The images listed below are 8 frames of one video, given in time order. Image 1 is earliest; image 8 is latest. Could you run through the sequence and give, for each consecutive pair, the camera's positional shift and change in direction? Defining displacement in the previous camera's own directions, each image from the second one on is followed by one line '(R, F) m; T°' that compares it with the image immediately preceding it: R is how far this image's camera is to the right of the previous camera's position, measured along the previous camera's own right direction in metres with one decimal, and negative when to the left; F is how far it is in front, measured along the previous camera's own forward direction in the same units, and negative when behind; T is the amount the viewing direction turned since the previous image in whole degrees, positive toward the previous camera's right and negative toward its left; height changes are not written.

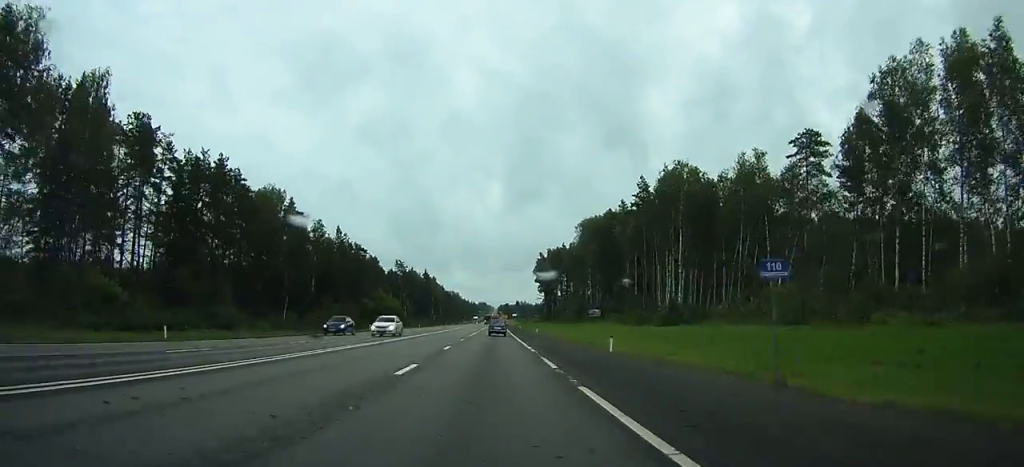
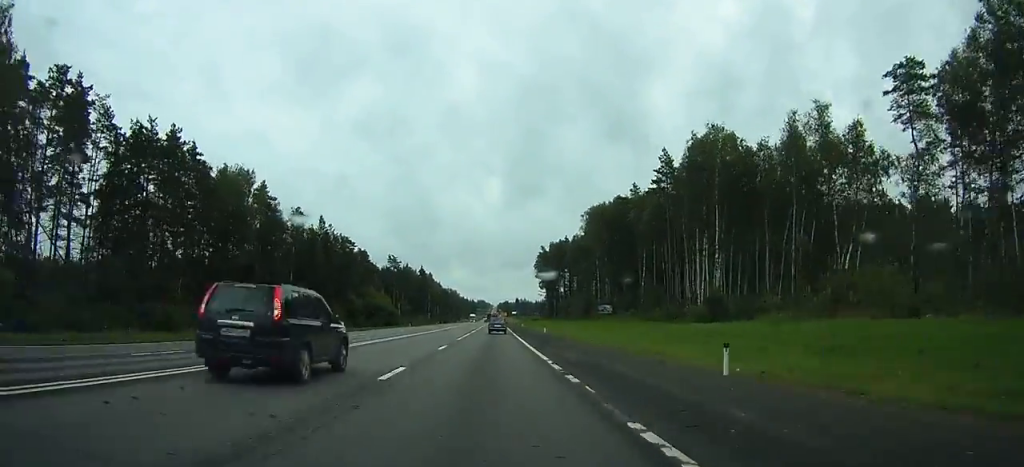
(0.0, +13.9) m; 0°
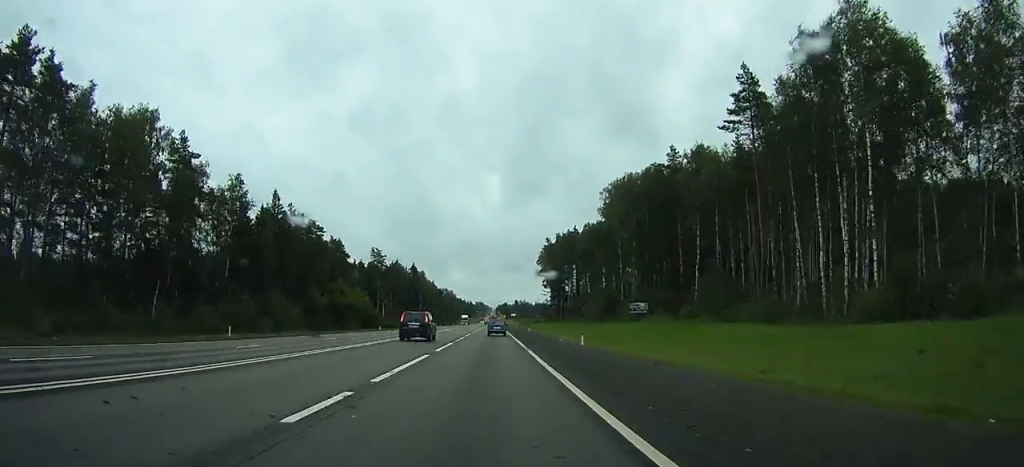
(0.0, +28.9) m; 0°
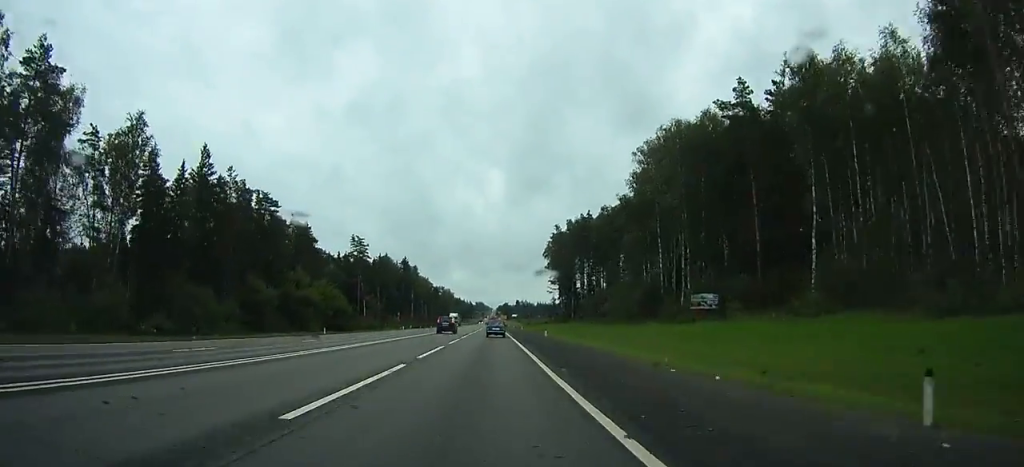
(-0.1, +28.6) m; 0°
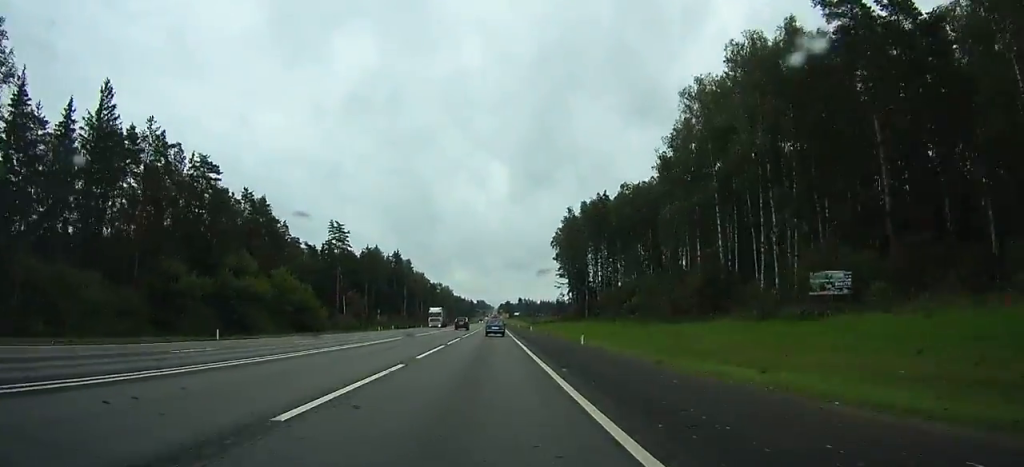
(0.0, +23.9) m; 0°
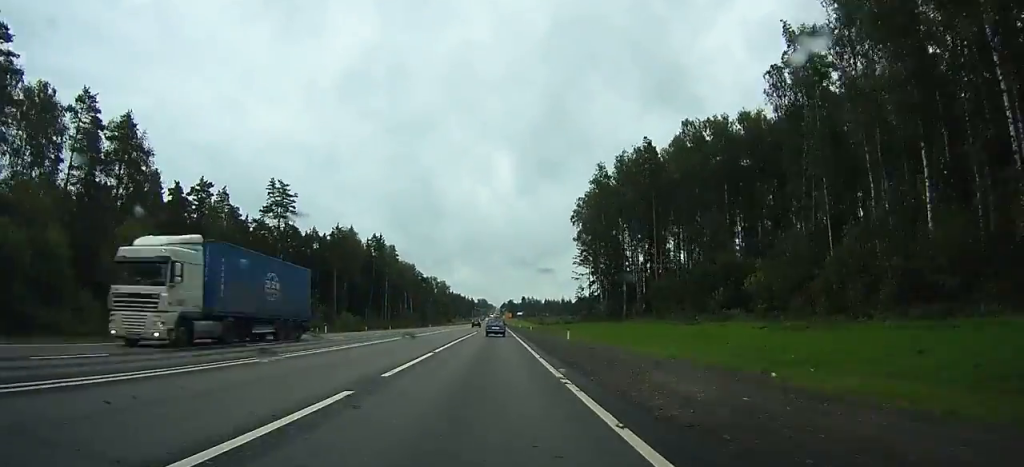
(-0.2, +41.9) m; -1°
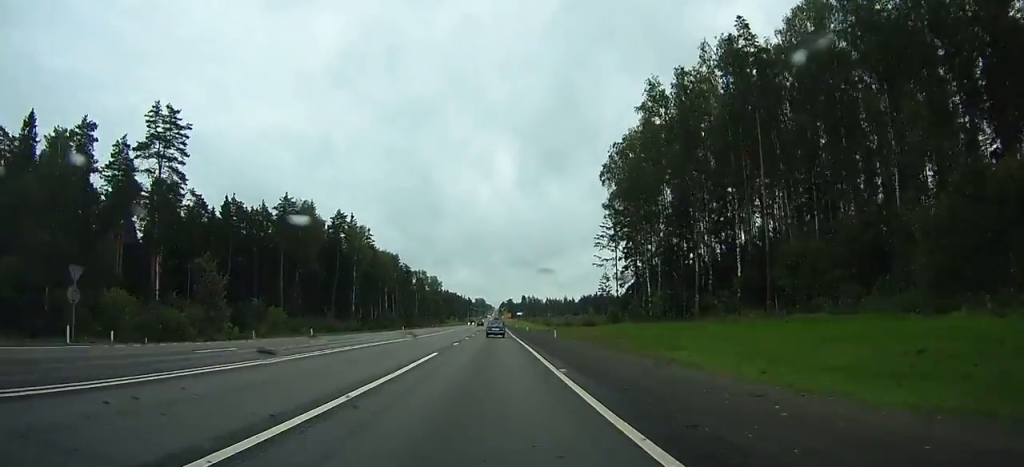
(-0.1, +39.7) m; 0°
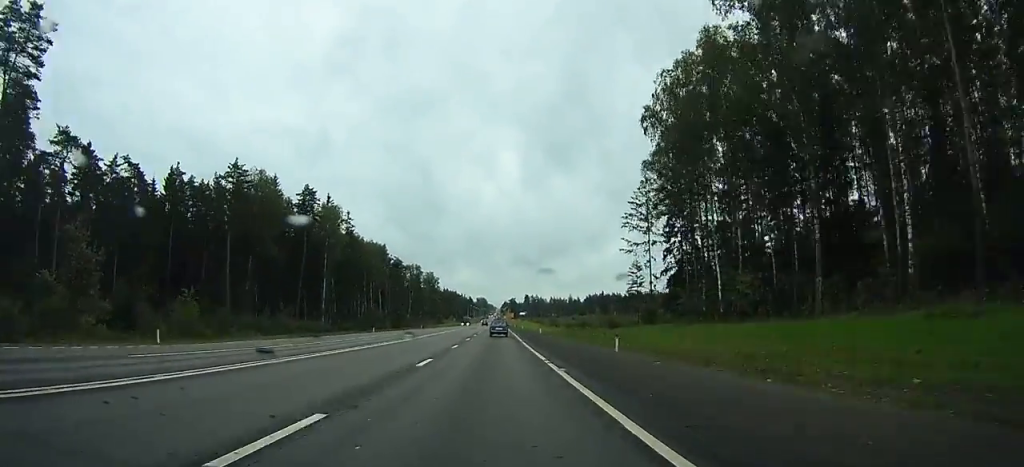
(0.0, +26.5) m; 0°
